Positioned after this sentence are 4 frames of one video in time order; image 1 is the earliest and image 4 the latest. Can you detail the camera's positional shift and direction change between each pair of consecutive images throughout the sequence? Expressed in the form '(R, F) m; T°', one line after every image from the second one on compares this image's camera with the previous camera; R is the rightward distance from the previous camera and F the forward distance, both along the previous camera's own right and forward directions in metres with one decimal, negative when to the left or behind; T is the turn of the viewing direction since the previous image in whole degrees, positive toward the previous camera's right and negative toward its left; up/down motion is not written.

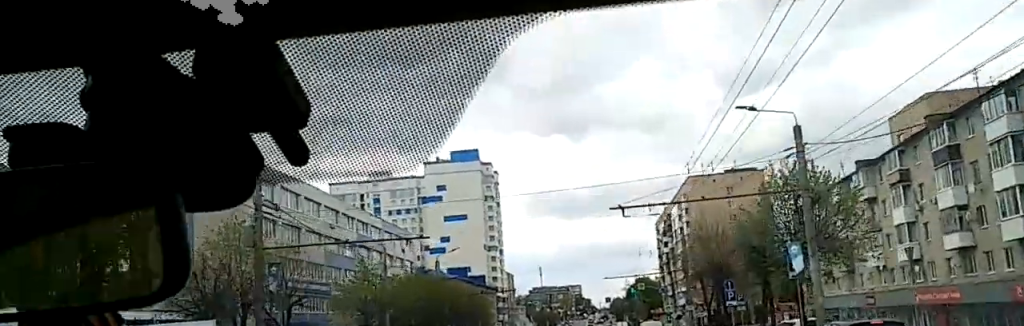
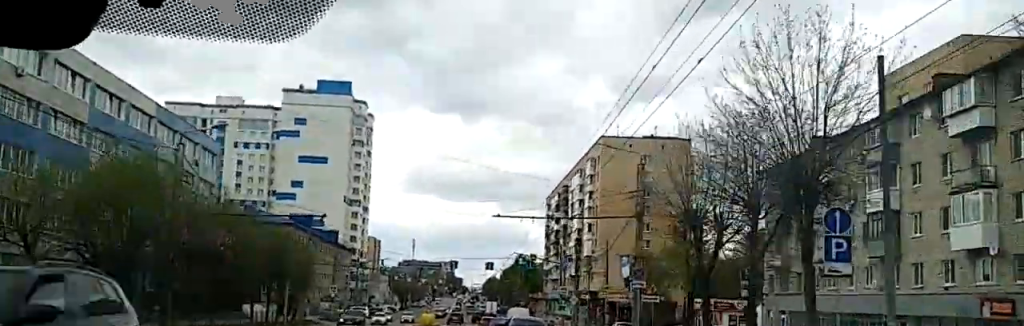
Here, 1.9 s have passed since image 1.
(-1.4, +35.8) m; -2°
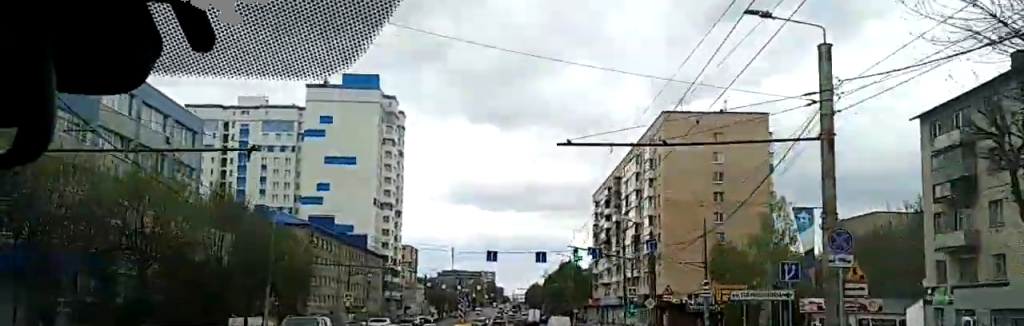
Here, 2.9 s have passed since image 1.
(+0.4, +18.7) m; +1°
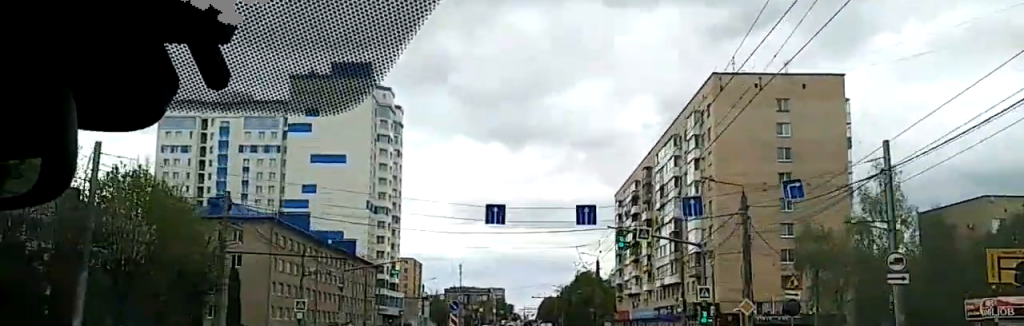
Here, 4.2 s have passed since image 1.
(-0.4, +23.6) m; -2°
